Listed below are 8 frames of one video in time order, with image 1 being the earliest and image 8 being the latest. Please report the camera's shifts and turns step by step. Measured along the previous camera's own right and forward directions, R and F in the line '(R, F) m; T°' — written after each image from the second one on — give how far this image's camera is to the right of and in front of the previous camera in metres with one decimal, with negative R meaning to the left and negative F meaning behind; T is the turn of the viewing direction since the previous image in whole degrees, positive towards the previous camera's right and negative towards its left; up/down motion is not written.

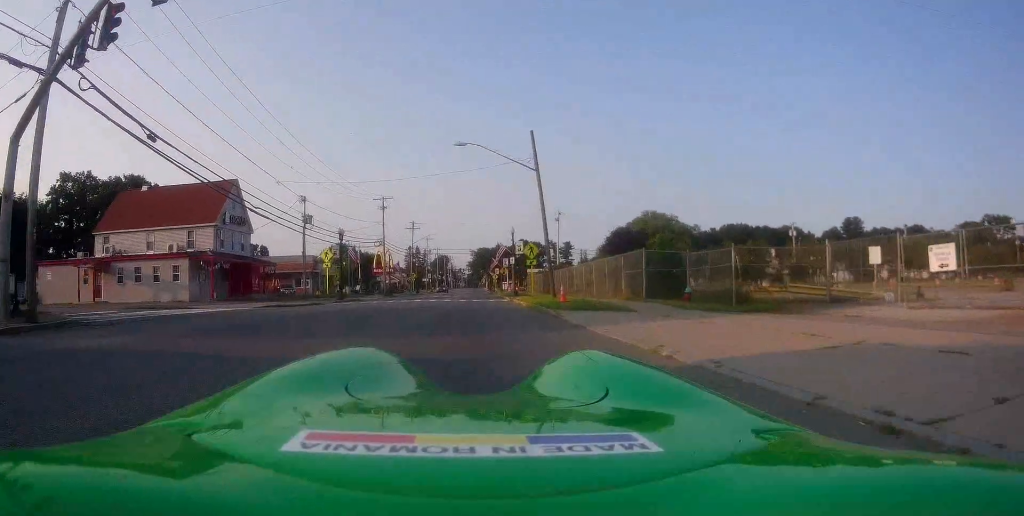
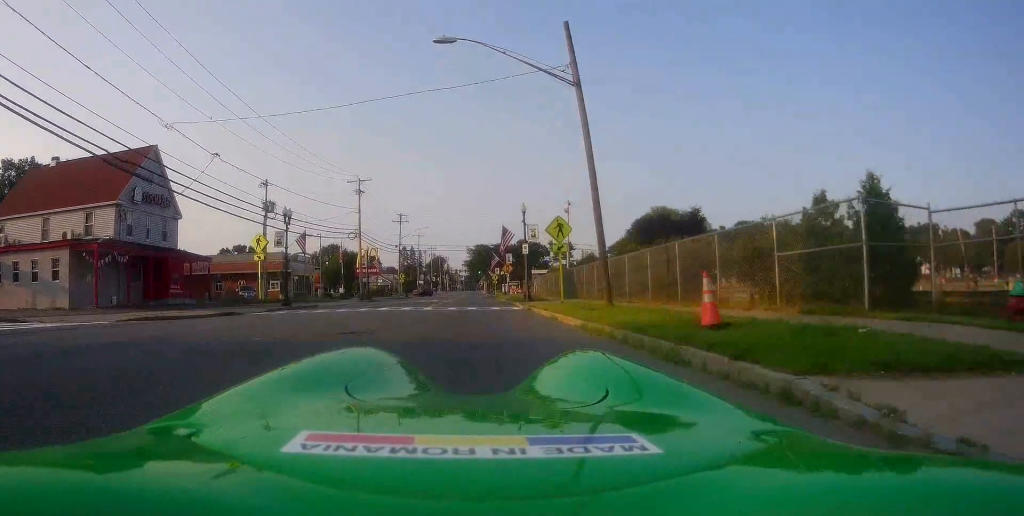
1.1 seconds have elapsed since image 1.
(0.0, +13.0) m; 0°
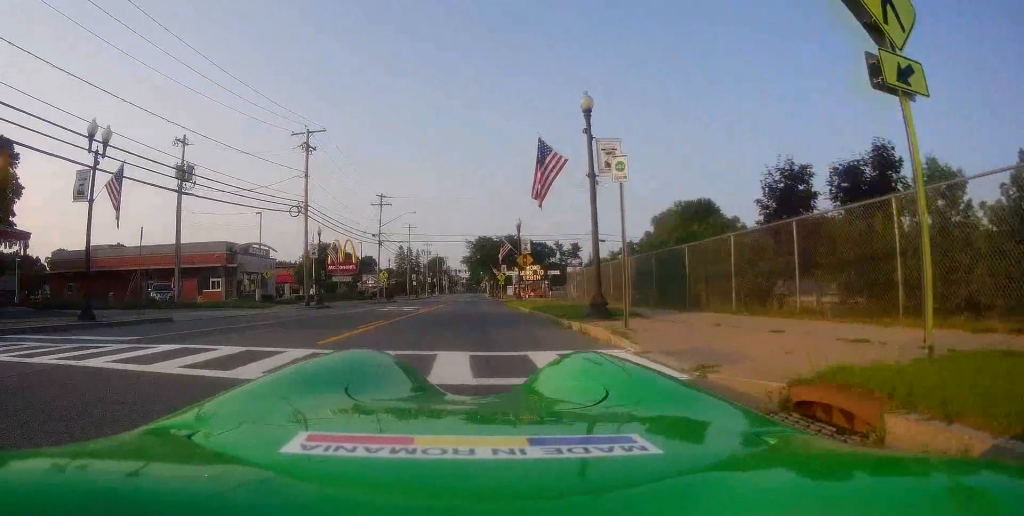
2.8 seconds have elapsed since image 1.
(0.0, +18.9) m; -1°
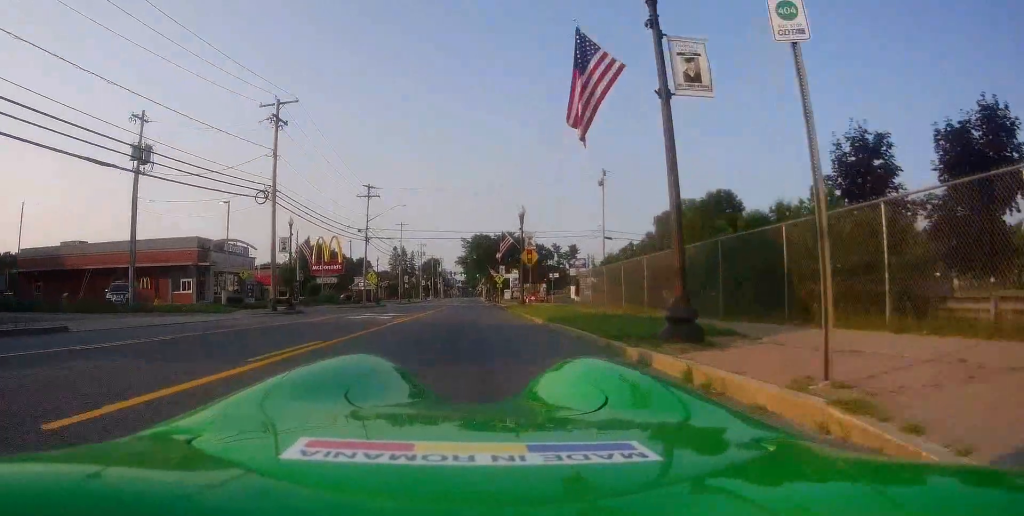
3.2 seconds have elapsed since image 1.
(+0.1, +5.9) m; -1°
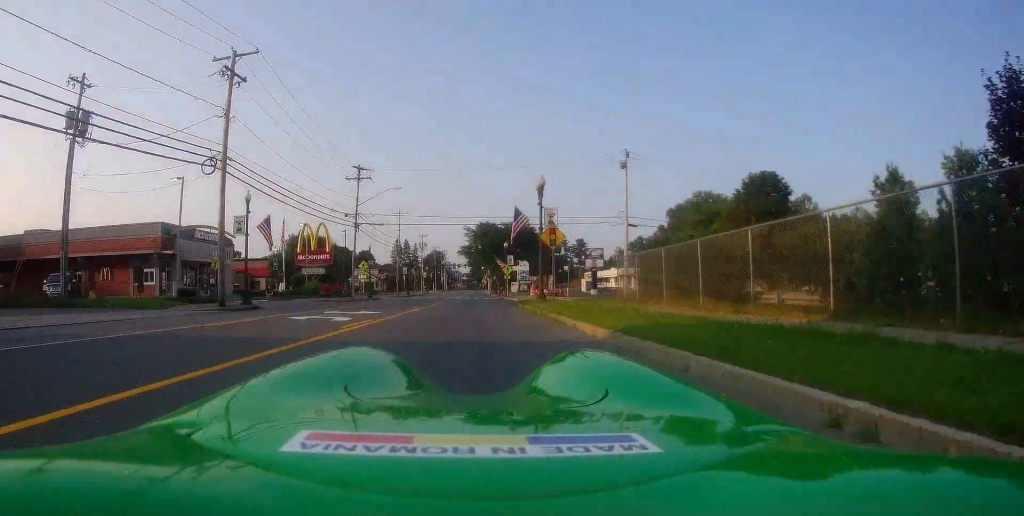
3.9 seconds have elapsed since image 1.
(-0.2, +7.7) m; -1°
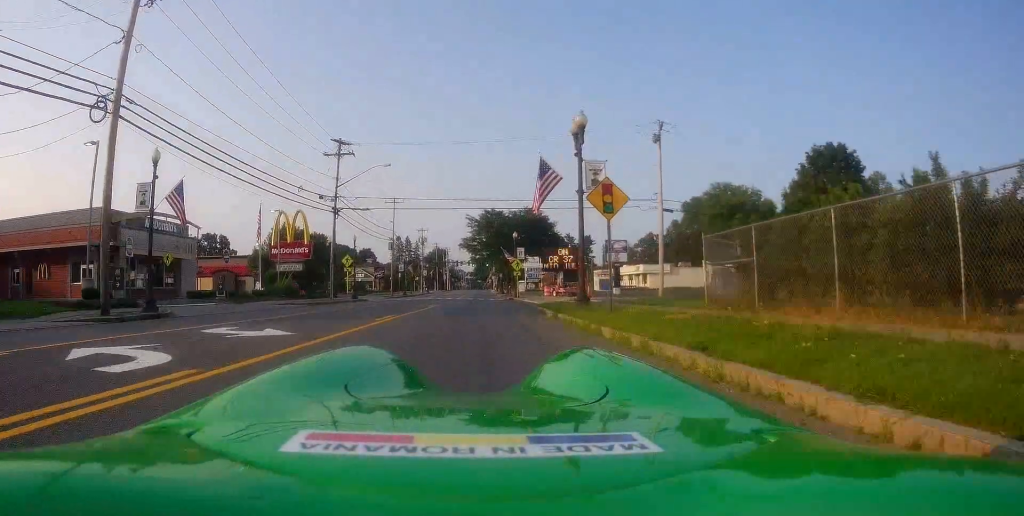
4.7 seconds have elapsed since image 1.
(-0.1, +9.1) m; -1°
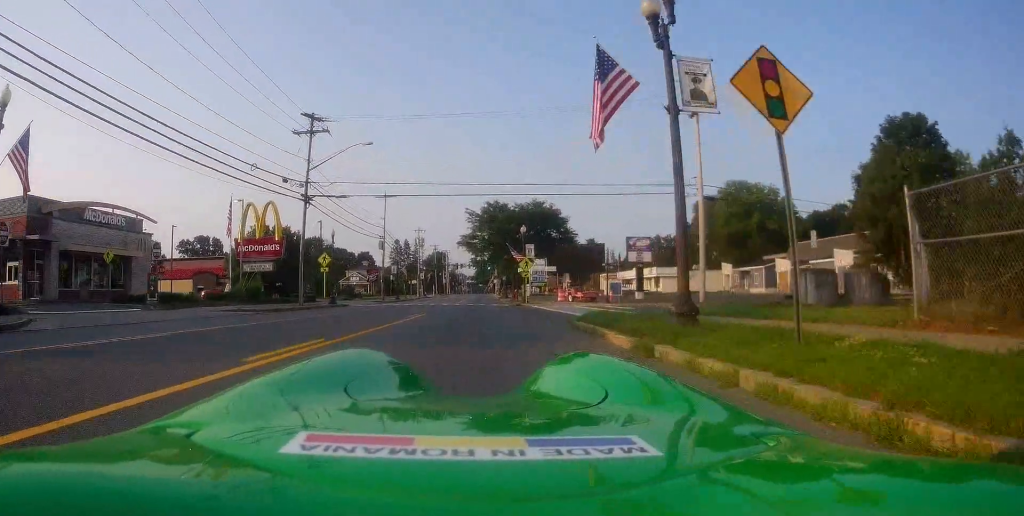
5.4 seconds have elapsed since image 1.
(0.0, +8.1) m; 0°
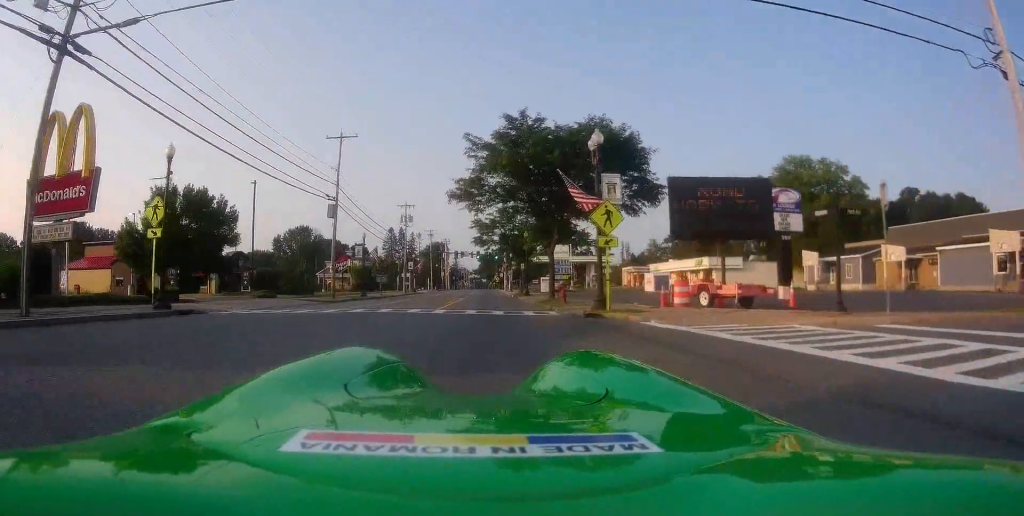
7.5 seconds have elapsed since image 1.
(+0.7, +24.5) m; +2°
